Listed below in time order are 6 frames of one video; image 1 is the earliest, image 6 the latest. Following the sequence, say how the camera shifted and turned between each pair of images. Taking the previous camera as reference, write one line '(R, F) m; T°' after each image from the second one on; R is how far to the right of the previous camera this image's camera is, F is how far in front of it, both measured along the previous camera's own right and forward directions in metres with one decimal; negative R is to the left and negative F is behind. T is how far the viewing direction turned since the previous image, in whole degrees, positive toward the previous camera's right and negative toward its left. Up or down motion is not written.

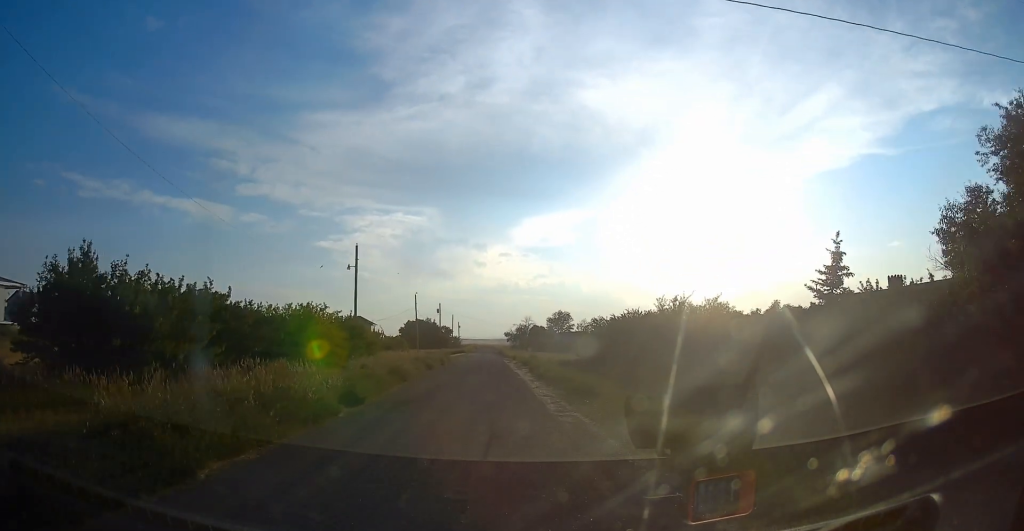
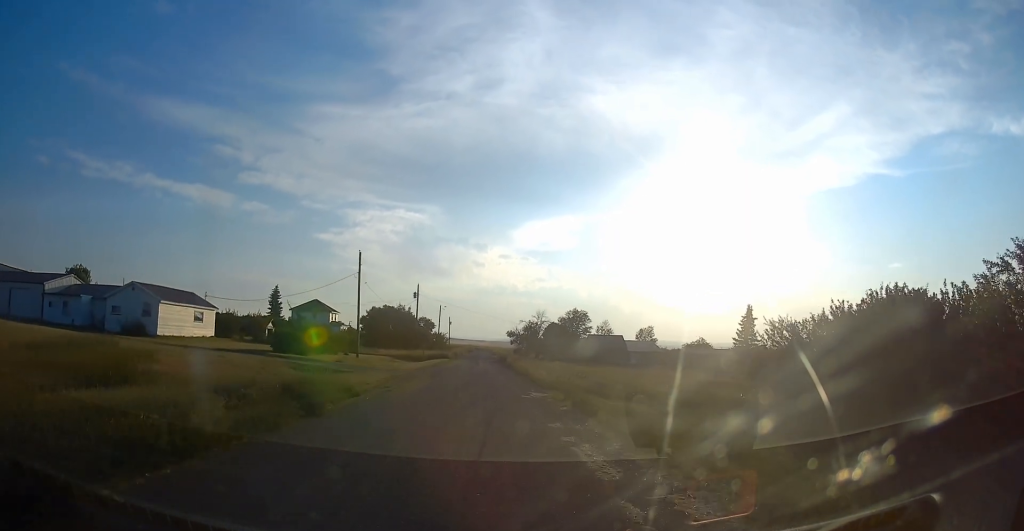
(-1.4, +43.7) m; -2°
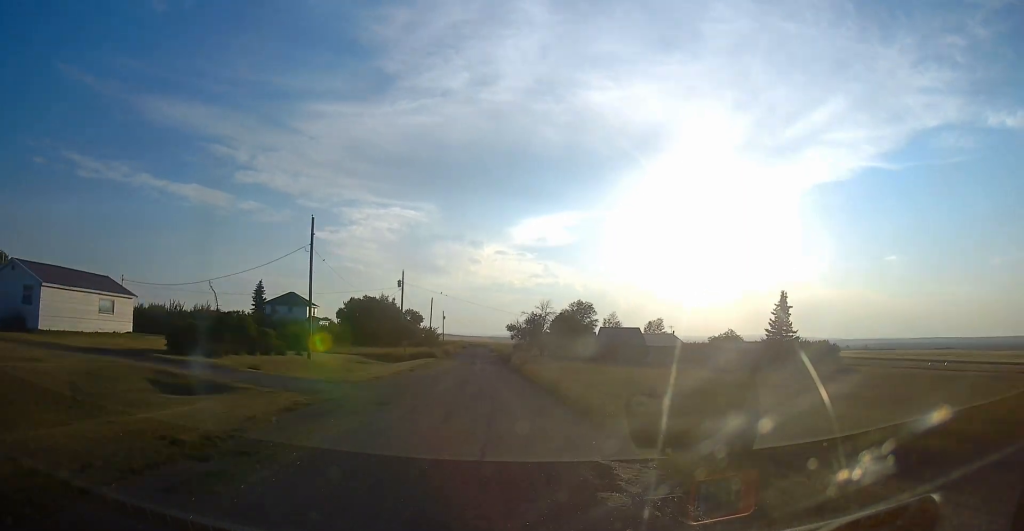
(0.0, +14.9) m; 0°
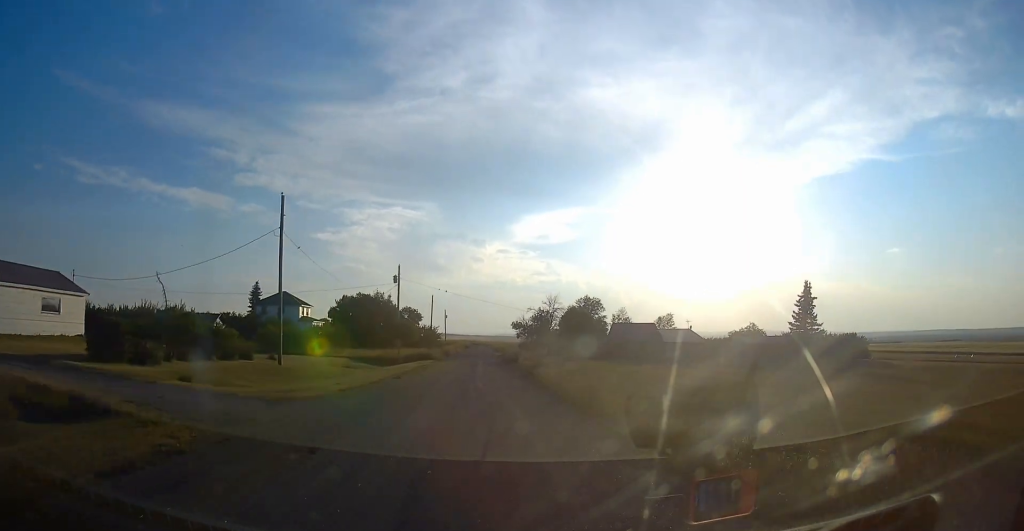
(0.0, +6.8) m; 0°
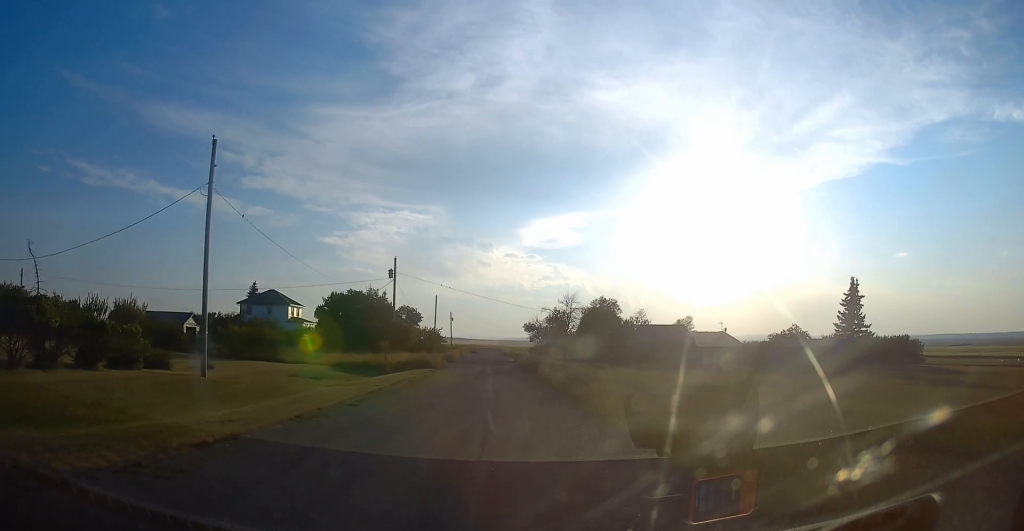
(0.0, +10.7) m; 0°
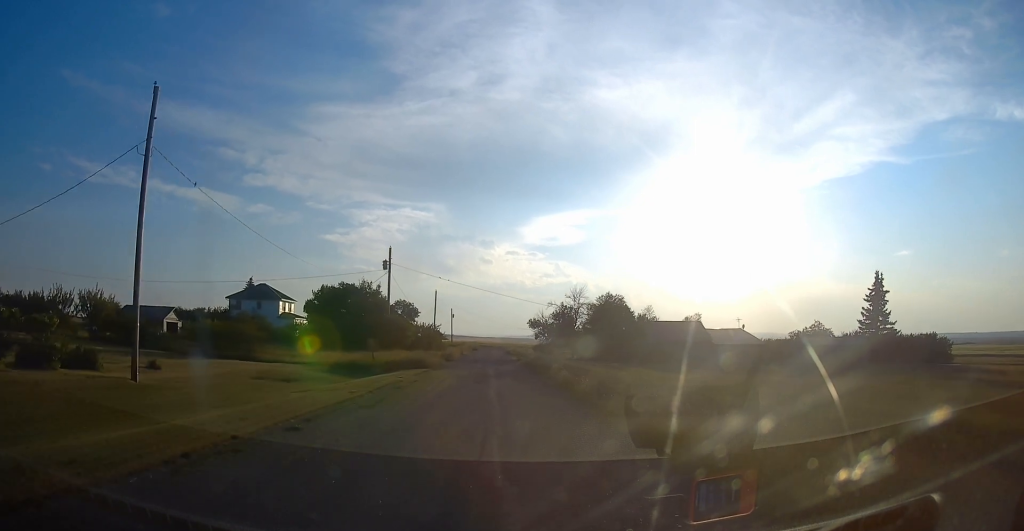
(0.0, +5.3) m; 0°
